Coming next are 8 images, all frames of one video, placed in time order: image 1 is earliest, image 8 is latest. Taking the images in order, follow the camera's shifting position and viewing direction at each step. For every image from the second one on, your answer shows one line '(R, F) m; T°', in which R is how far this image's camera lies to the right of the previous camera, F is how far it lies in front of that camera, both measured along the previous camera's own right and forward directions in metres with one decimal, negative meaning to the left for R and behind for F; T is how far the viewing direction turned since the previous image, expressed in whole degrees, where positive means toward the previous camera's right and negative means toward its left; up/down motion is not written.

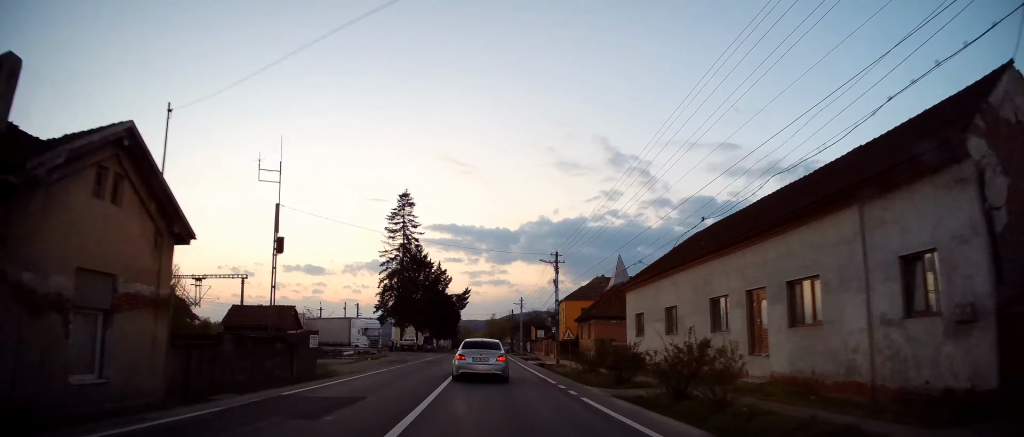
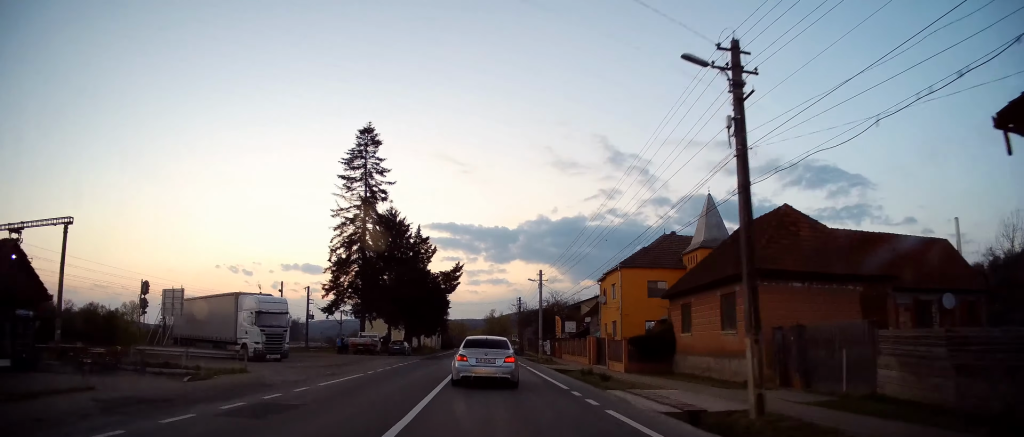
(+0.3, +28.1) m; 0°
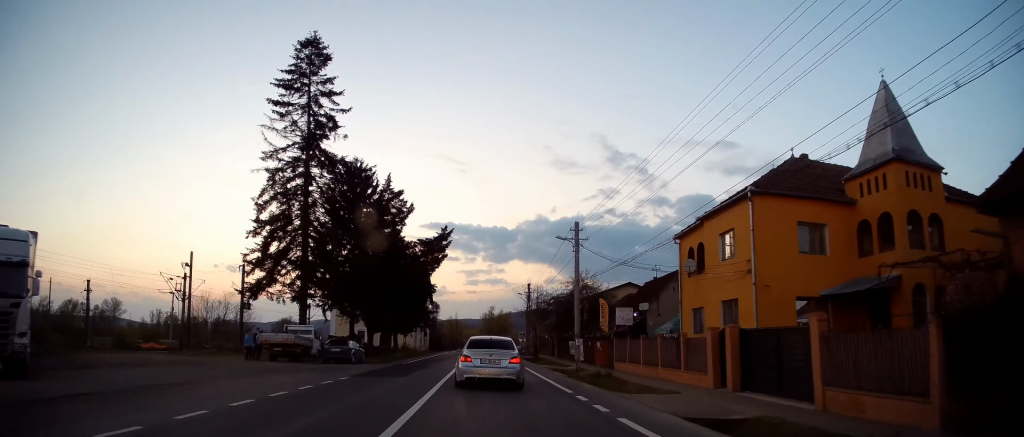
(-0.1, +20.9) m; 0°
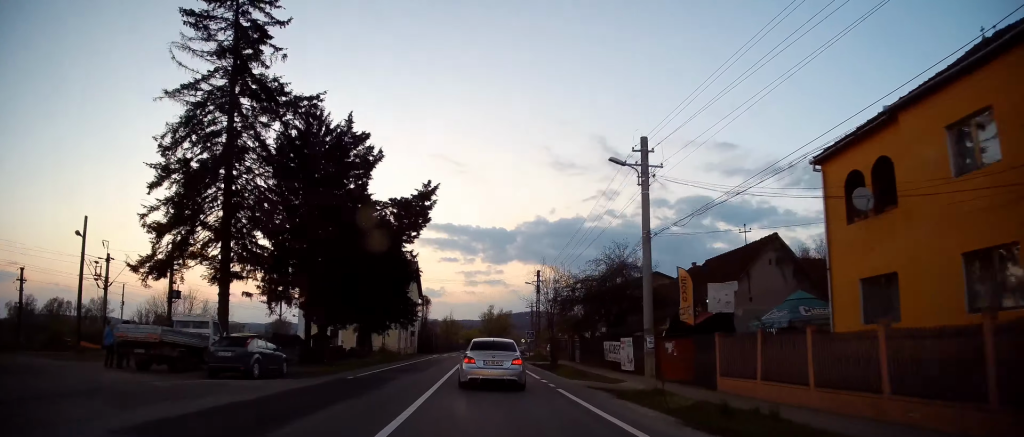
(+0.2, +13.9) m; 0°
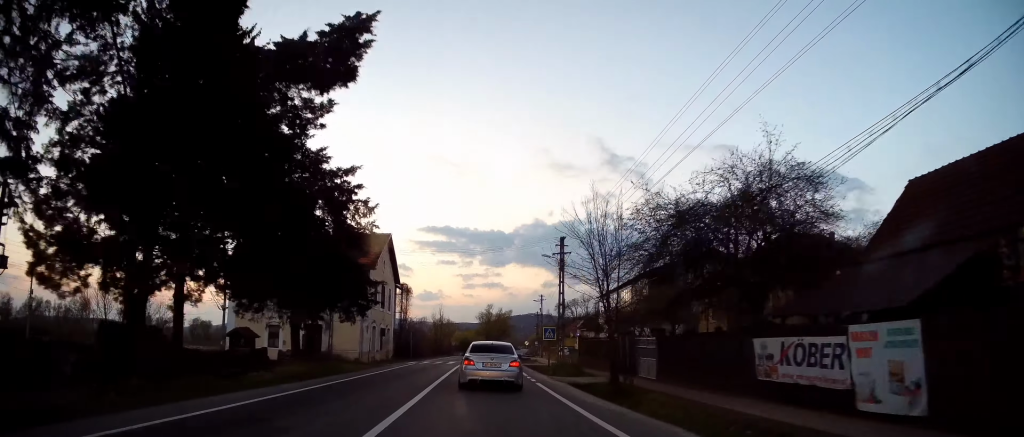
(-0.2, +18.5) m; +1°
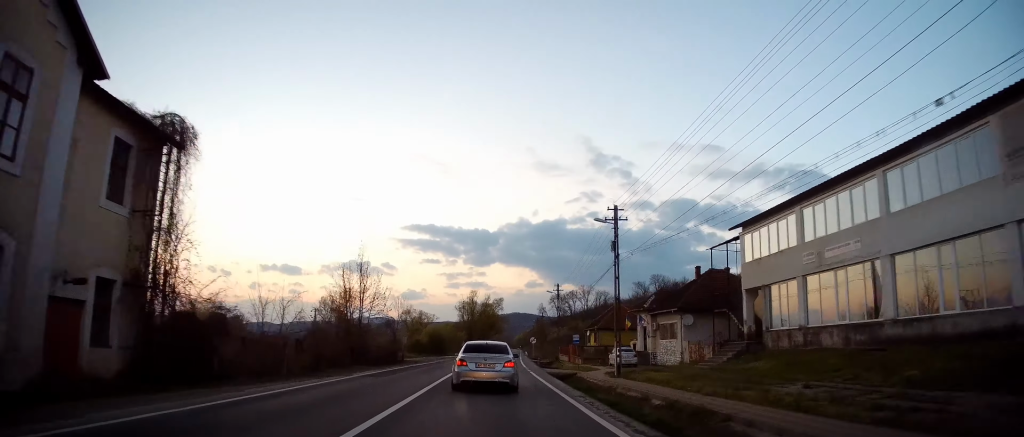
(+0.6, +43.0) m; 0°
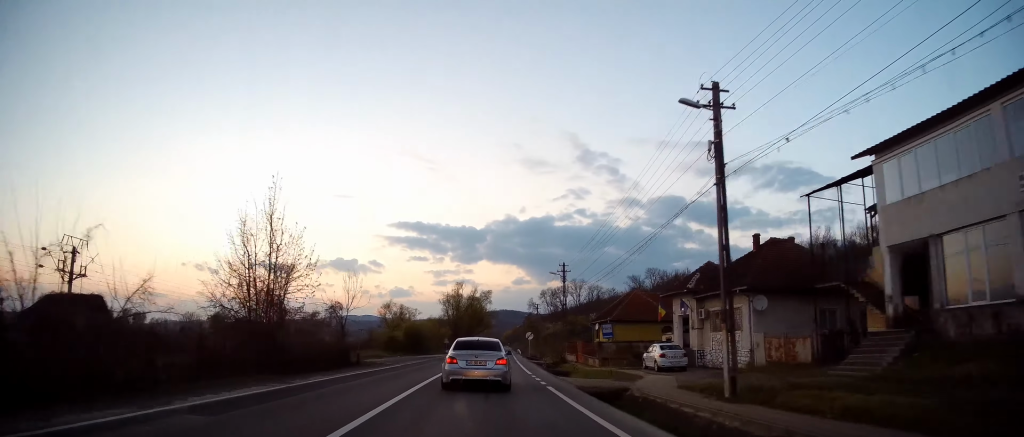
(-0.3, +12.2) m; 0°
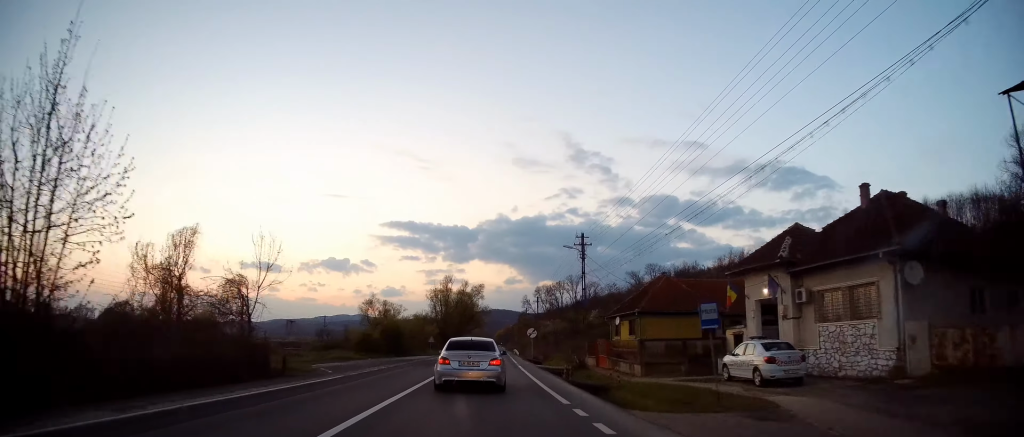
(+0.4, +11.8) m; +2°
